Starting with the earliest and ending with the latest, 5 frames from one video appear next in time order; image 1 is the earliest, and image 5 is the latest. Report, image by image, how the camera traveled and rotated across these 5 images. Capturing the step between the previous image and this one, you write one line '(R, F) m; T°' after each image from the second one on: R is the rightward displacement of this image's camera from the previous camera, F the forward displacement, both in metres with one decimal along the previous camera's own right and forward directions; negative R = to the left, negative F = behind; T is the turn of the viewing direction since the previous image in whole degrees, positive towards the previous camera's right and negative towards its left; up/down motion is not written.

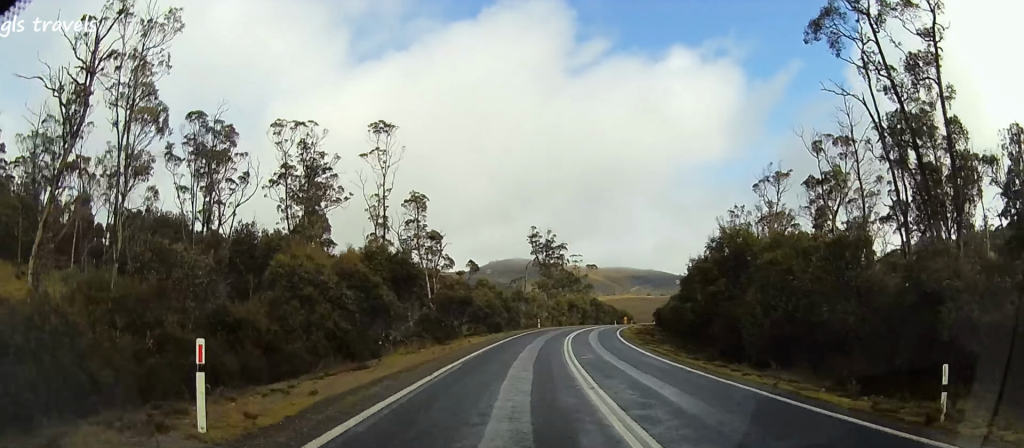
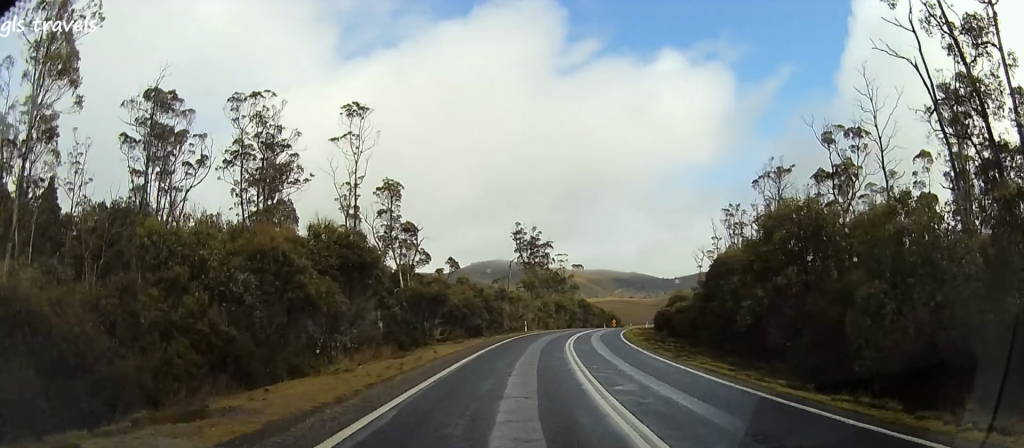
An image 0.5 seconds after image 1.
(+0.3, +8.3) m; +1°
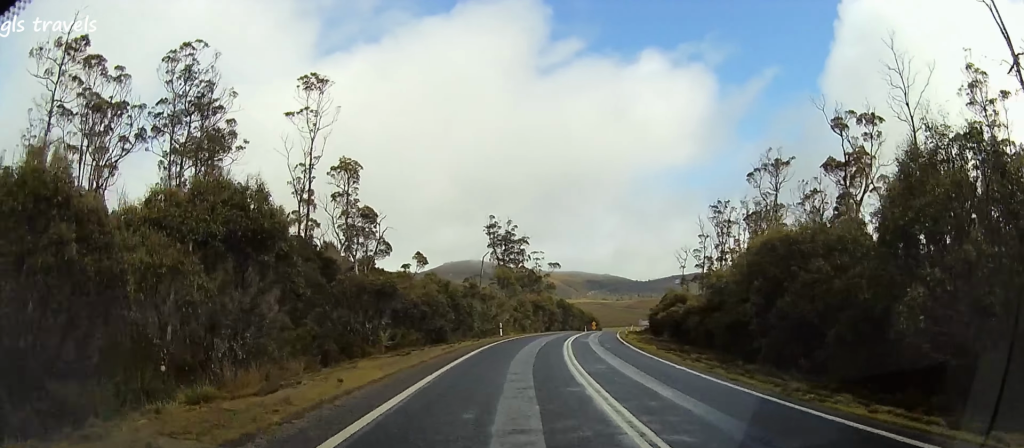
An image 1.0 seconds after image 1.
(+0.2, +10.0) m; +2°
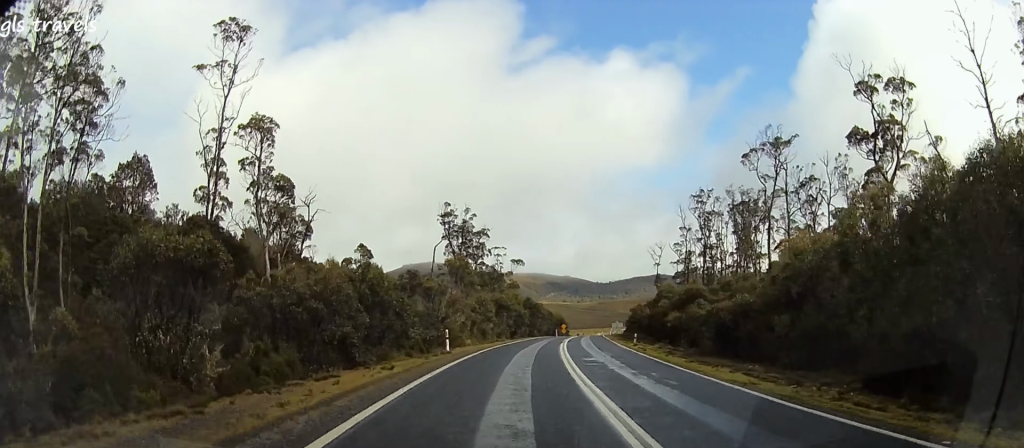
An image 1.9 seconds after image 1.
(0.0, +15.9) m; +3°
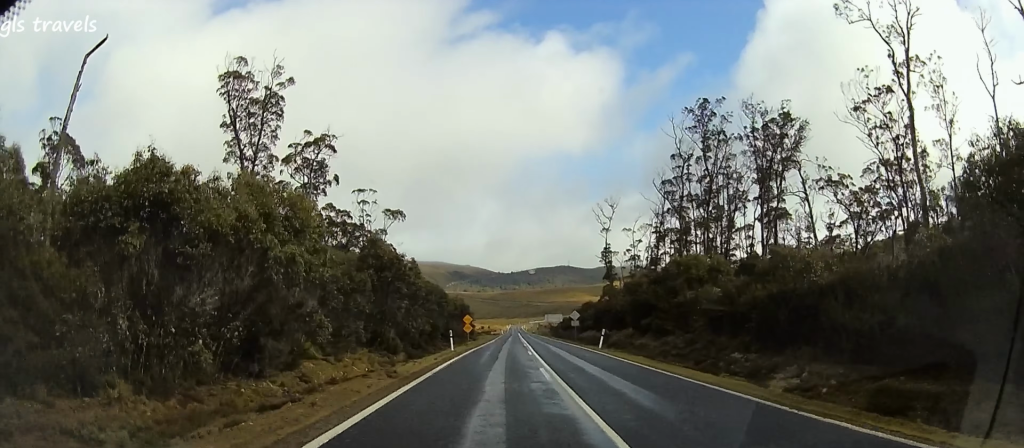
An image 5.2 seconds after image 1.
(+7.5, +57.8) m; +12°
